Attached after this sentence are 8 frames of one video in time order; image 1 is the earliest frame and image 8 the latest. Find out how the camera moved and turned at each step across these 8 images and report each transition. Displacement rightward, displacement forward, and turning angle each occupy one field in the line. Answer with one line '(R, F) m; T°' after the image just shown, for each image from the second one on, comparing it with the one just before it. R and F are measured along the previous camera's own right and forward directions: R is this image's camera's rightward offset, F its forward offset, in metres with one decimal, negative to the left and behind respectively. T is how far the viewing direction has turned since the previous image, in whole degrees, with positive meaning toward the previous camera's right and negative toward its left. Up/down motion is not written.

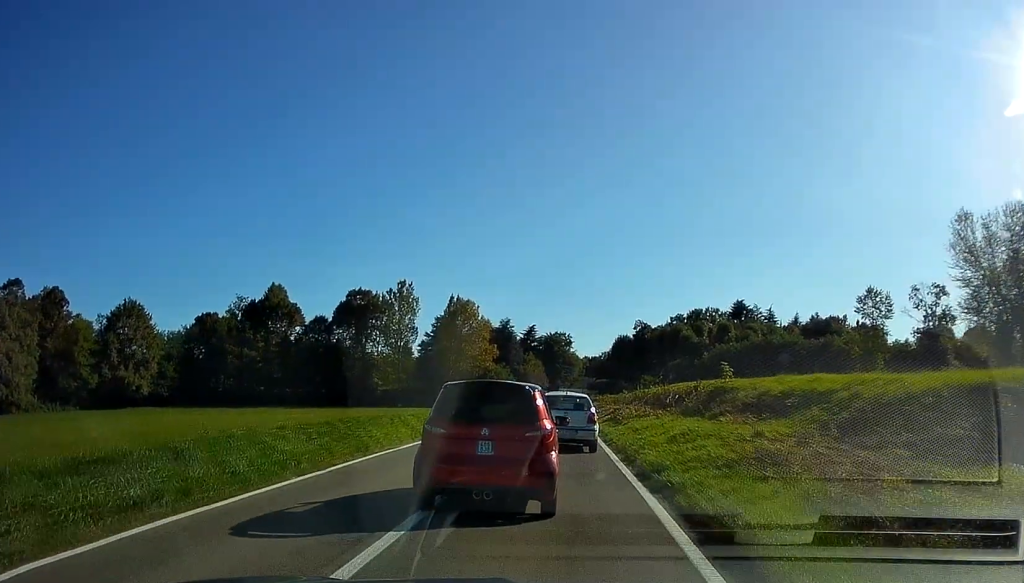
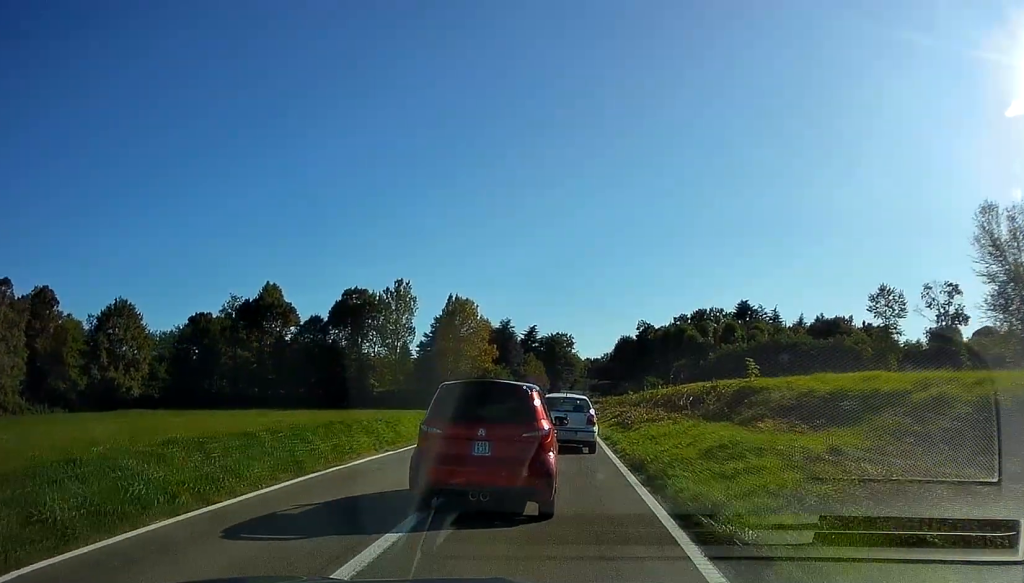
(0.0, +4.1) m; +1°
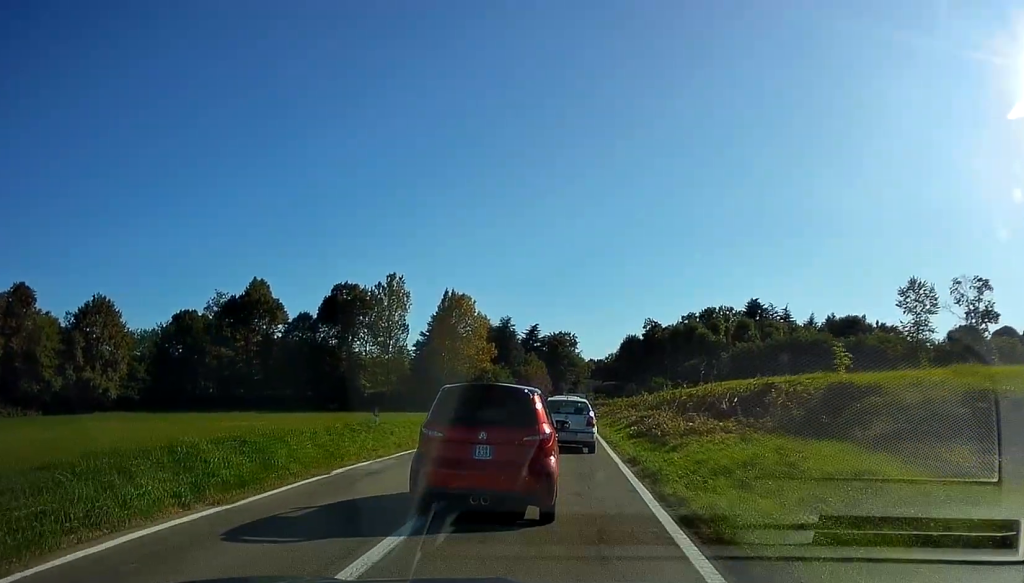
(0.0, +8.9) m; -1°
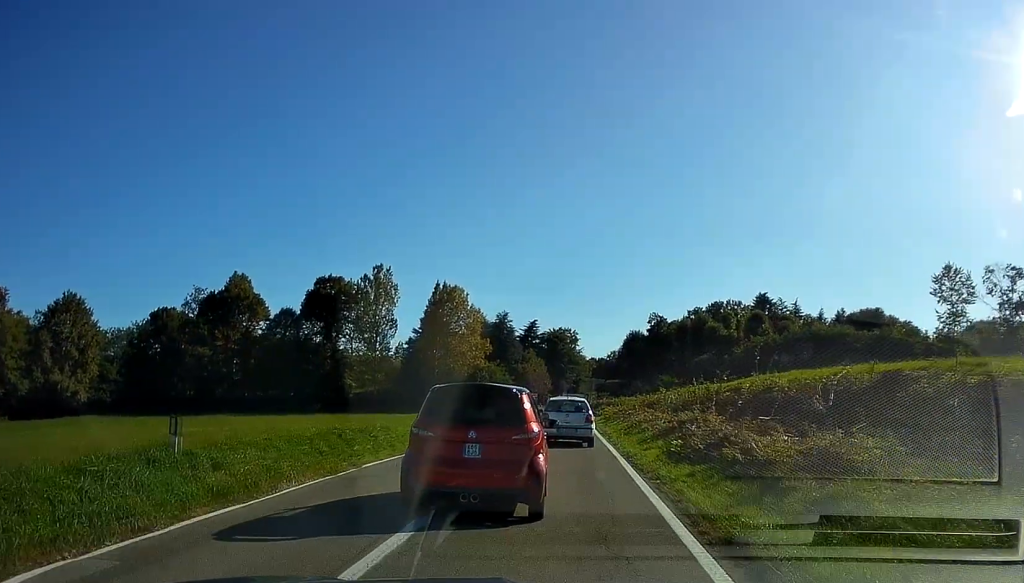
(-0.3, +9.9) m; -2°
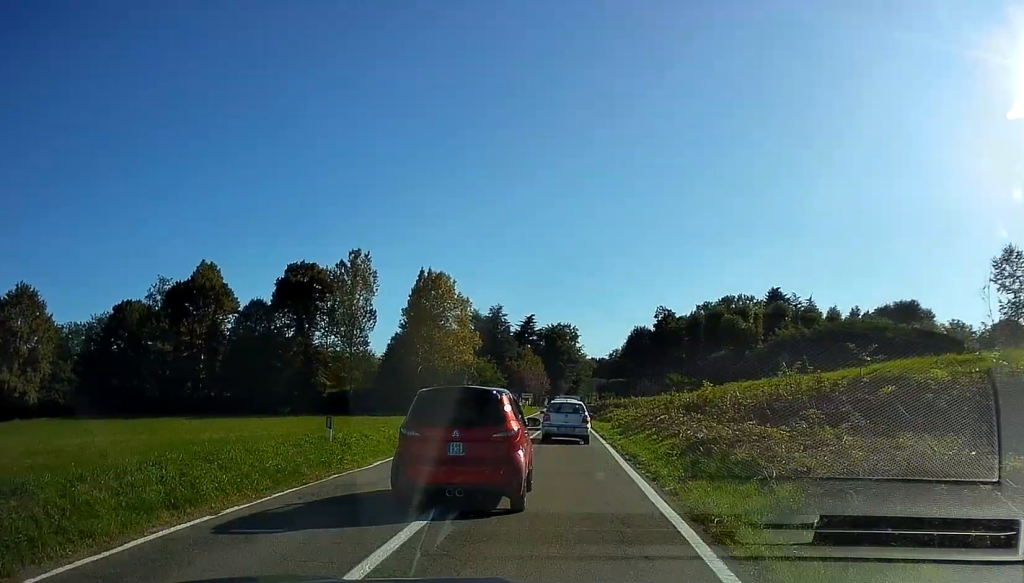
(+0.3, +13.6) m; +2°
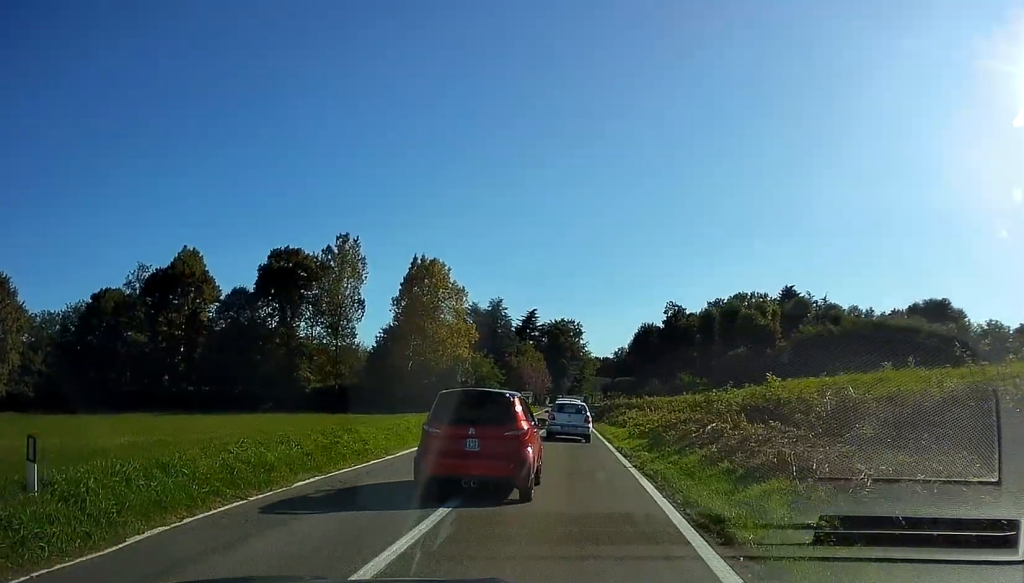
(-0.1, +8.7) m; -1°
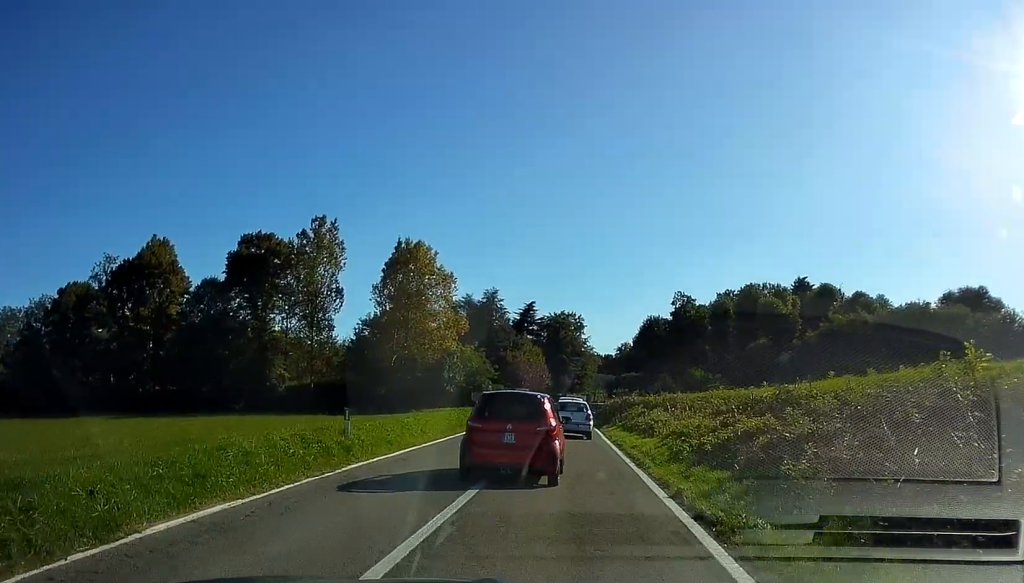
(0.0, +10.3) m; 0°
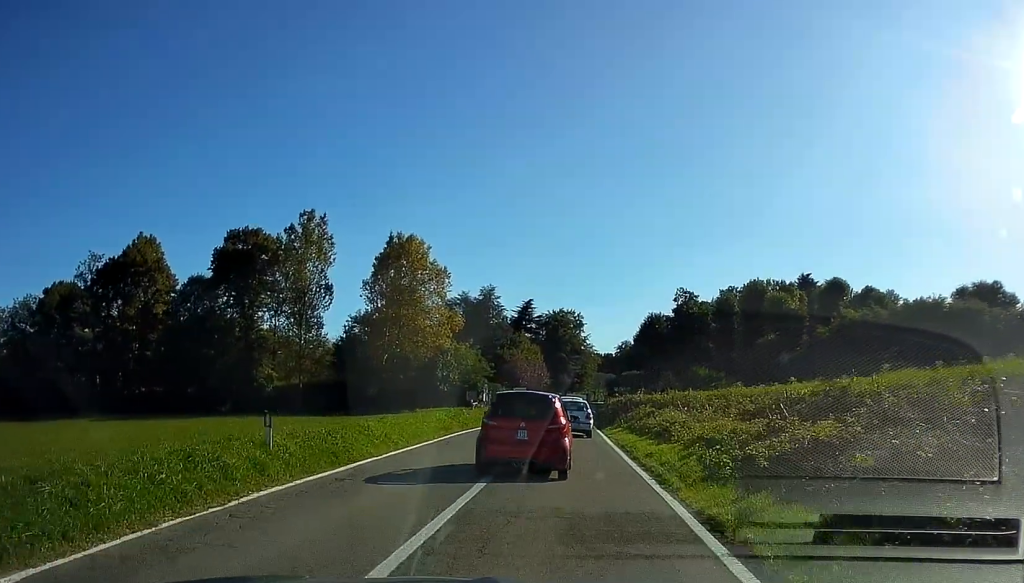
(+0.2, +3.7) m; 0°
